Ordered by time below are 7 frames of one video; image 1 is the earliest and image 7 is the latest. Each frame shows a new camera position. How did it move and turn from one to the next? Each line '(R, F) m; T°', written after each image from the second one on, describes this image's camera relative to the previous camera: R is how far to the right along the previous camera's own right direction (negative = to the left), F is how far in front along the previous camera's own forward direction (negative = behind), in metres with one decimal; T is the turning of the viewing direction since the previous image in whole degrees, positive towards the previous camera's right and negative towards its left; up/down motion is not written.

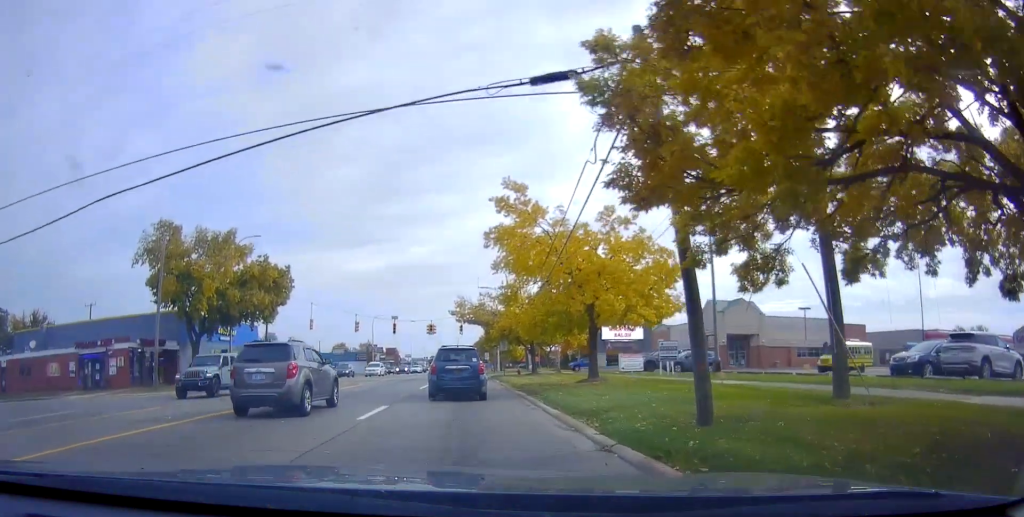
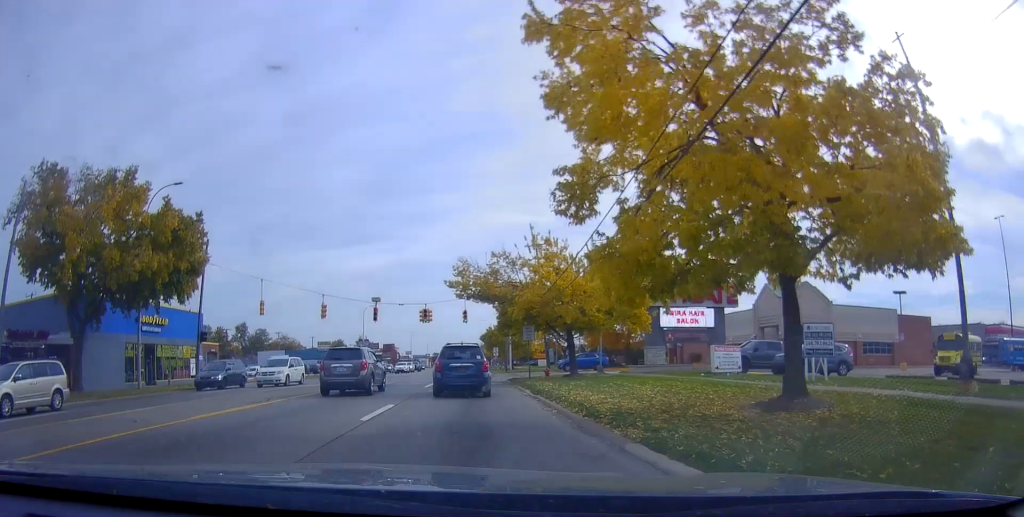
(-0.1, +16.4) m; -3°
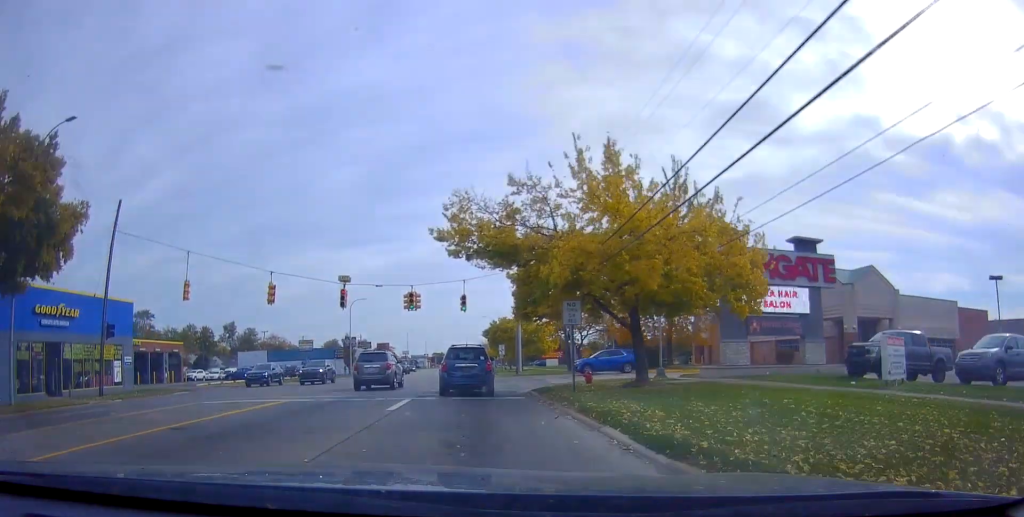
(-0.2, +13.1) m; +1°
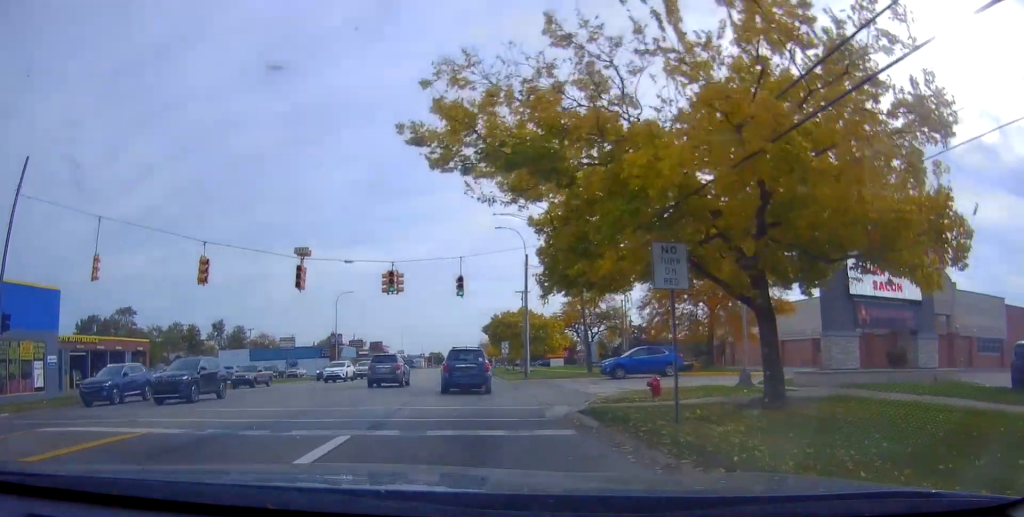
(+0.3, +9.3) m; +1°
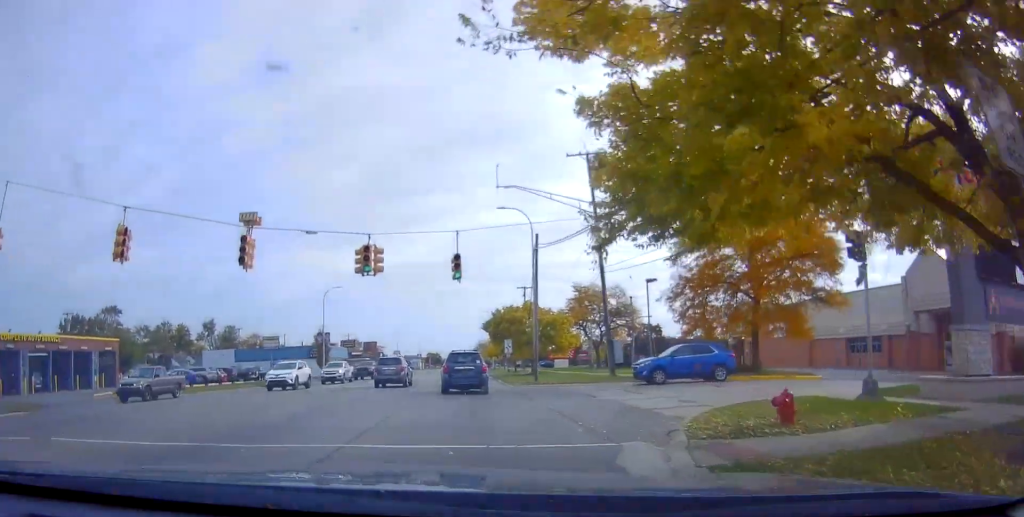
(+0.1, +6.9) m; -2°
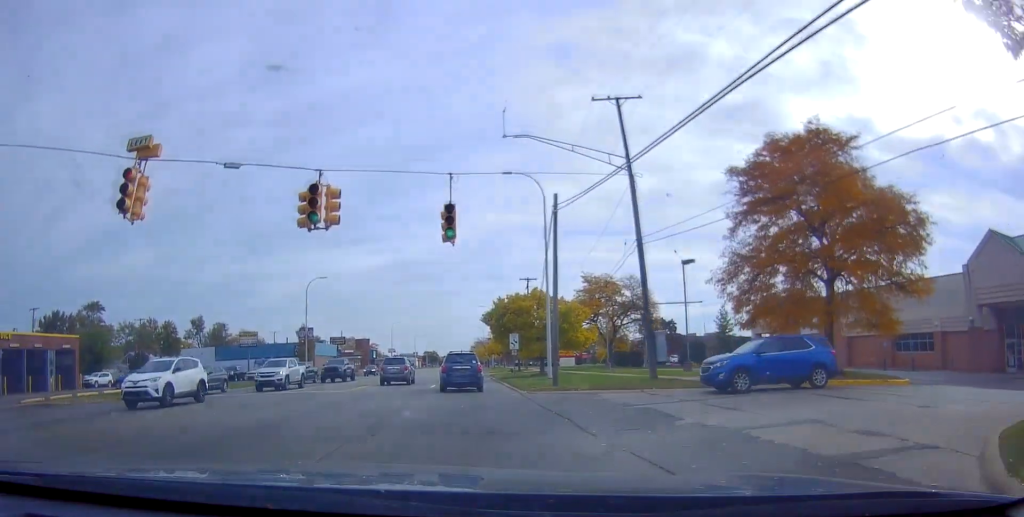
(-0.4, +8.0) m; 0°
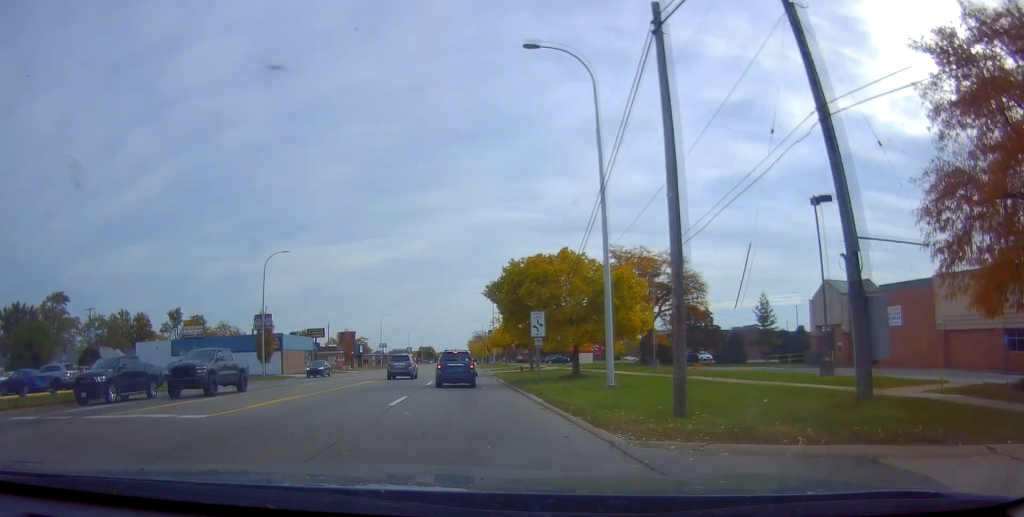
(+0.5, +15.2) m; +3°
